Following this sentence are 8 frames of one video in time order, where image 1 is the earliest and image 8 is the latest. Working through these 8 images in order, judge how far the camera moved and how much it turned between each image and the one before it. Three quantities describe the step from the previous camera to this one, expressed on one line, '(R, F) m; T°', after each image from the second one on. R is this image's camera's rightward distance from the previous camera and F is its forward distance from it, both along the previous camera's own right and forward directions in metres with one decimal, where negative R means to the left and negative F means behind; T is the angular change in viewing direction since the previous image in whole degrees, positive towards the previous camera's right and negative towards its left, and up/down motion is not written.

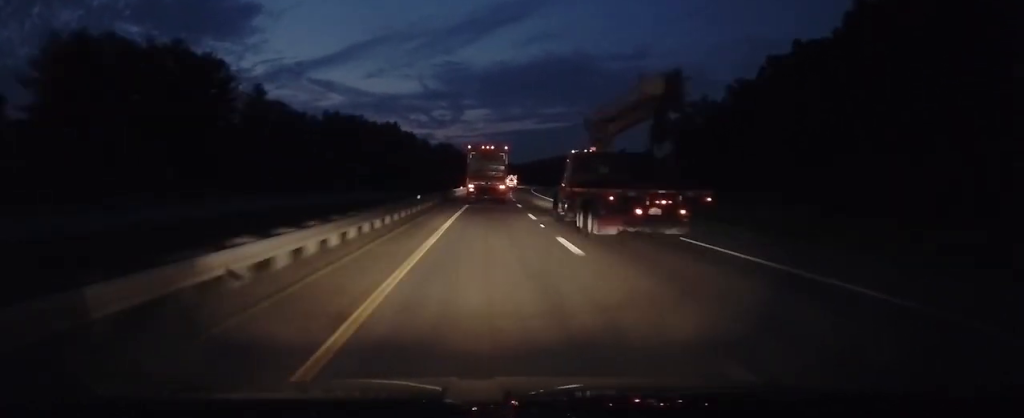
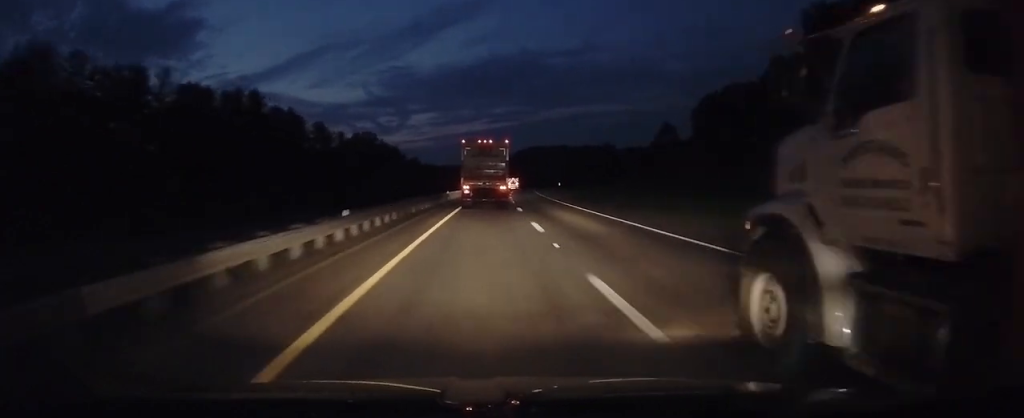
(+4.2, +117.3) m; +5°
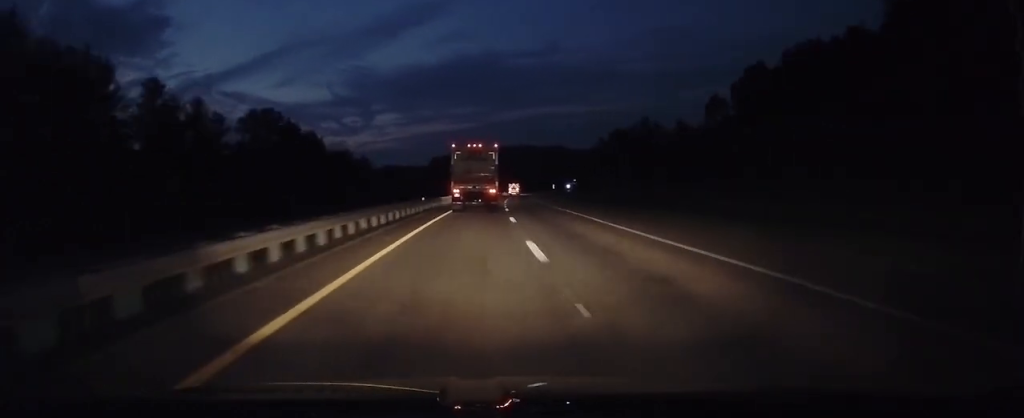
(+2.2, +82.6) m; +4°
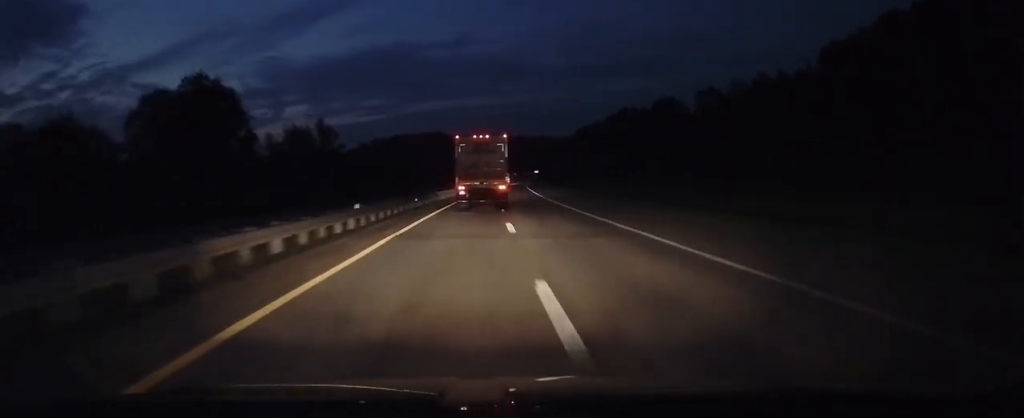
(+14.9, +189.5) m; +8°
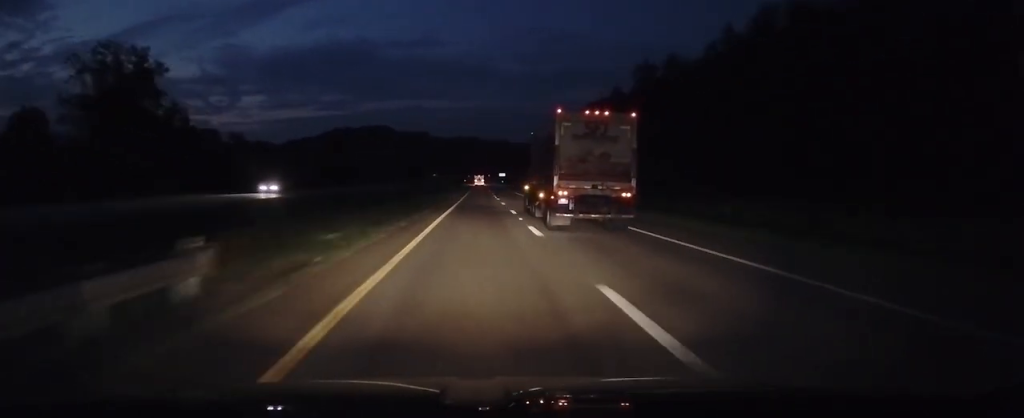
(+7.0, +153.6) m; +4°
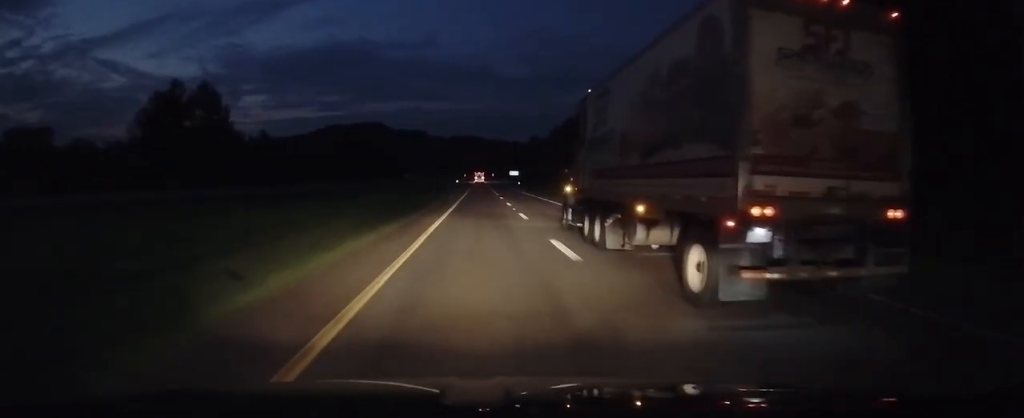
(+0.2, +94.8) m; 0°
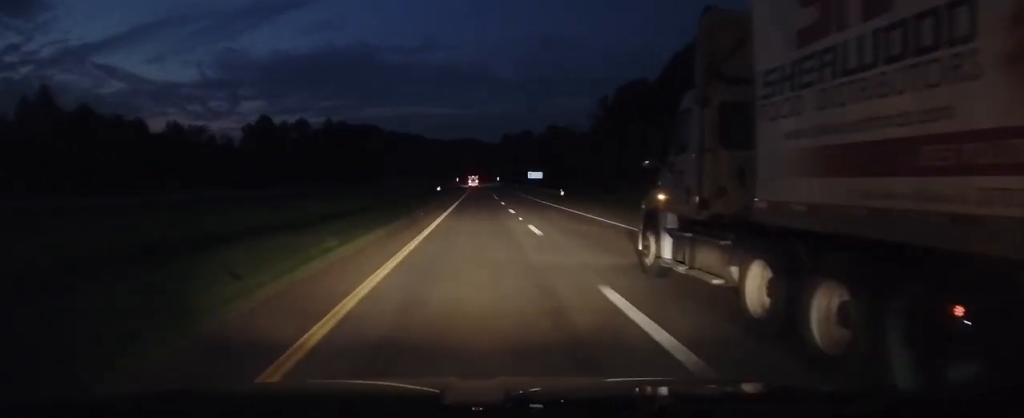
(0.0, +72.3) m; -1°
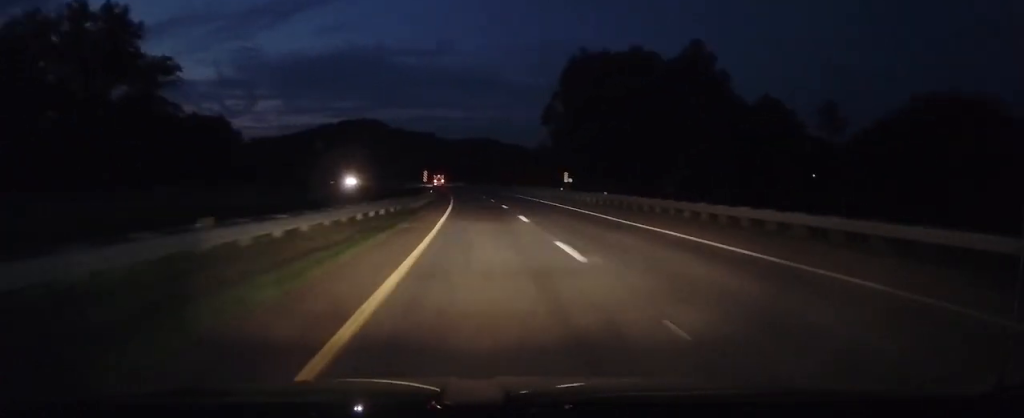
(-0.8, +111.6) m; -3°
